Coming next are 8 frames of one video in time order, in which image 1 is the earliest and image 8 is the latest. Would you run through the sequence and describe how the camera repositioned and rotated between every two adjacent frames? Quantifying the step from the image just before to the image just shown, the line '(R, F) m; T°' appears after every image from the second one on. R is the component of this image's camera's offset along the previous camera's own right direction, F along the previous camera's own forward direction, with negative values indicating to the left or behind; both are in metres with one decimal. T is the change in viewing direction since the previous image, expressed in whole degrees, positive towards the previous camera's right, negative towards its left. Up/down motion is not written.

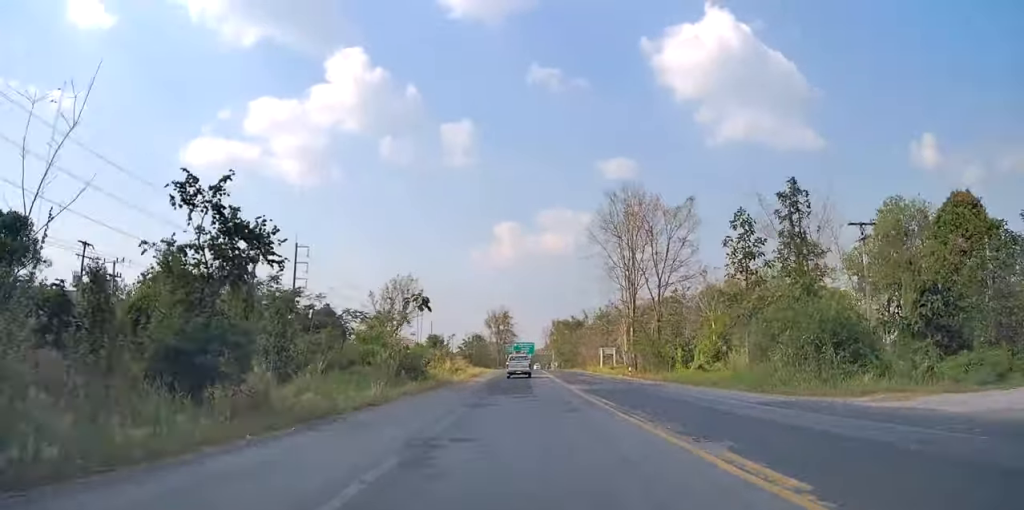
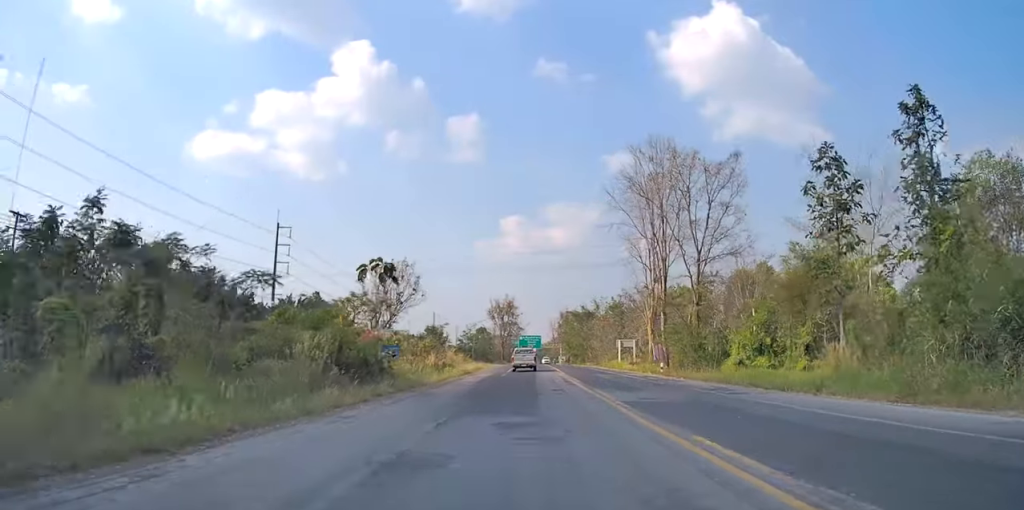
(-0.5, +10.6) m; 0°
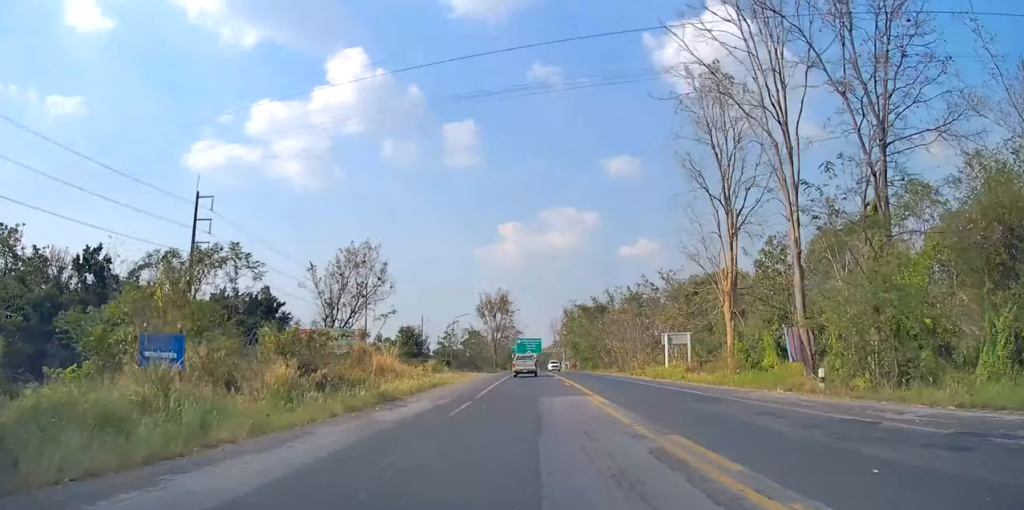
(+0.4, +25.0) m; 0°
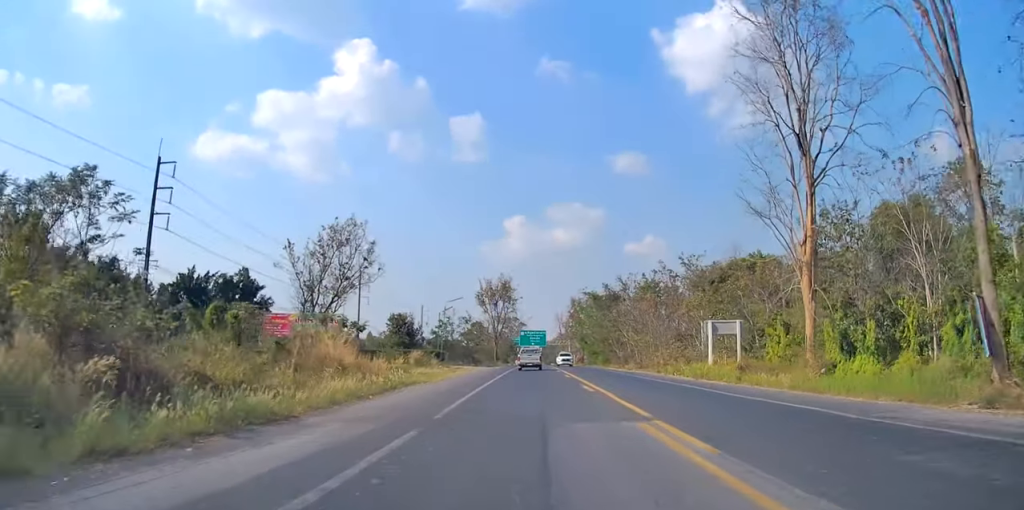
(-0.5, +9.7) m; 0°
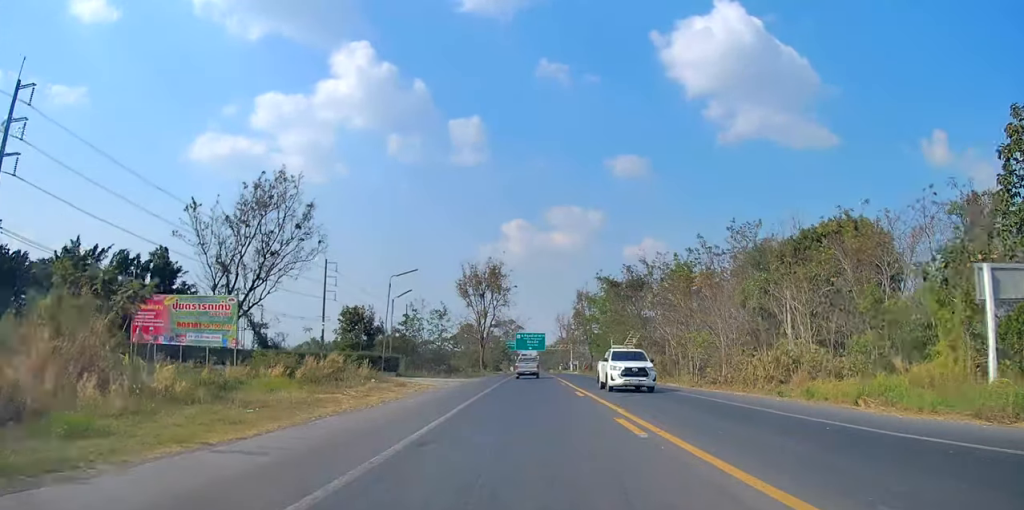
(+0.6, +22.6) m; 0°
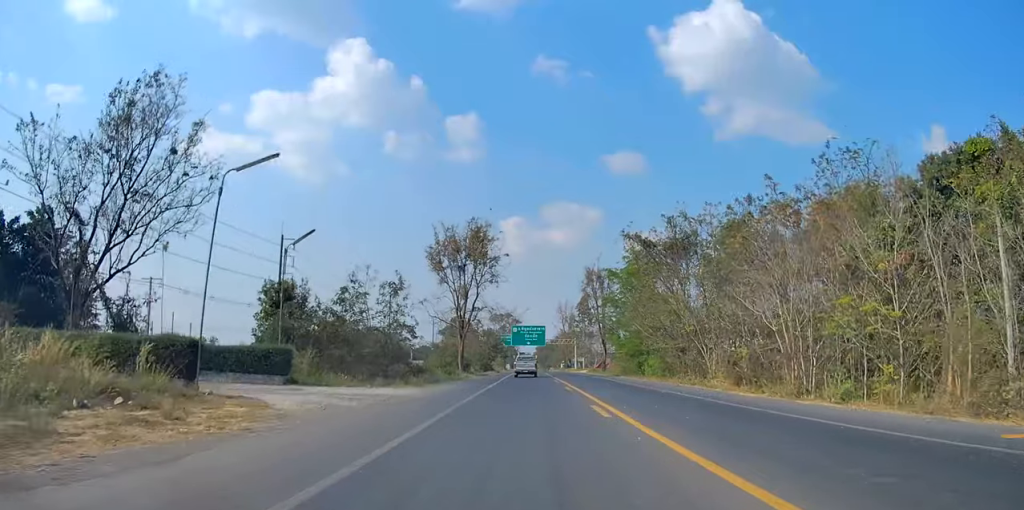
(-0.2, +20.5) m; 0°
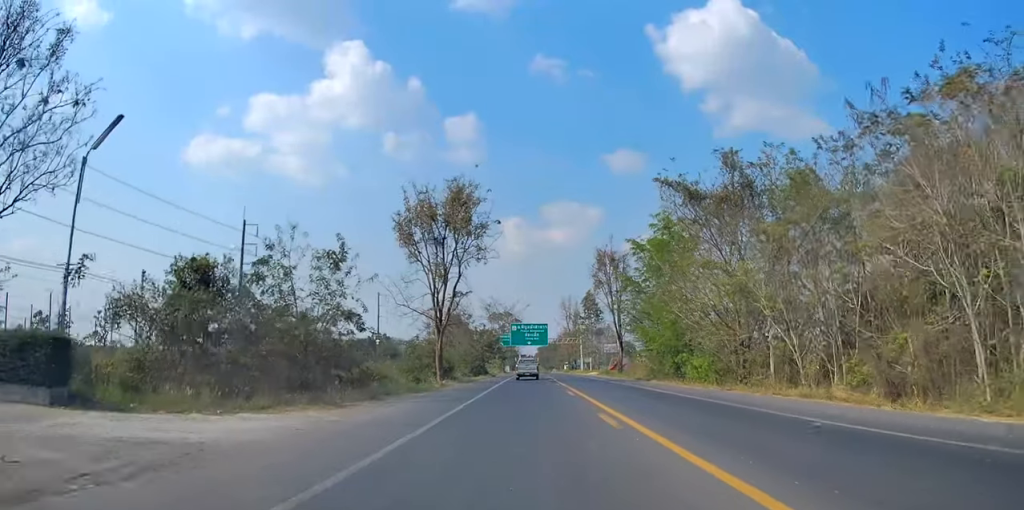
(+0.2, +13.9) m; -1°
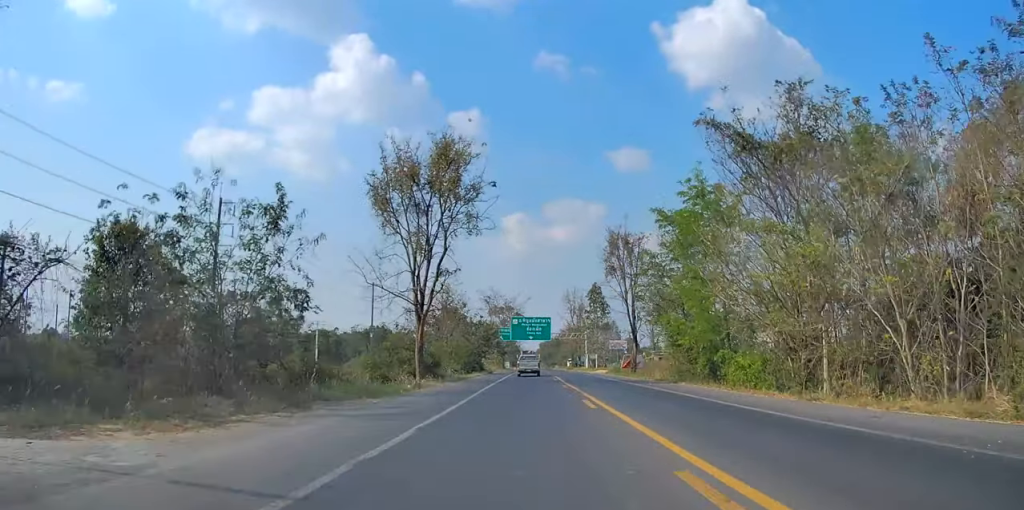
(-0.3, +8.0) m; -1°
